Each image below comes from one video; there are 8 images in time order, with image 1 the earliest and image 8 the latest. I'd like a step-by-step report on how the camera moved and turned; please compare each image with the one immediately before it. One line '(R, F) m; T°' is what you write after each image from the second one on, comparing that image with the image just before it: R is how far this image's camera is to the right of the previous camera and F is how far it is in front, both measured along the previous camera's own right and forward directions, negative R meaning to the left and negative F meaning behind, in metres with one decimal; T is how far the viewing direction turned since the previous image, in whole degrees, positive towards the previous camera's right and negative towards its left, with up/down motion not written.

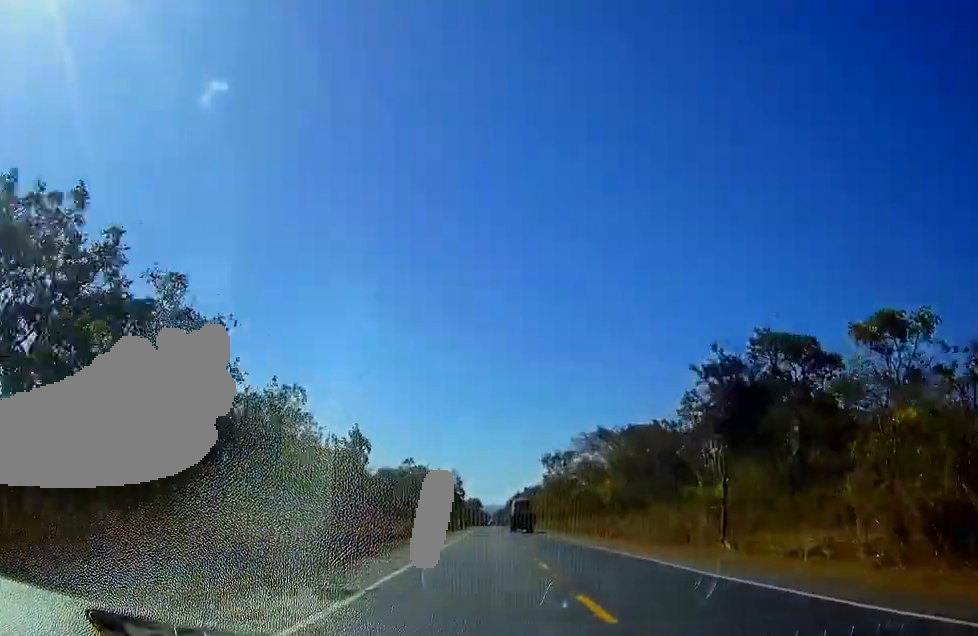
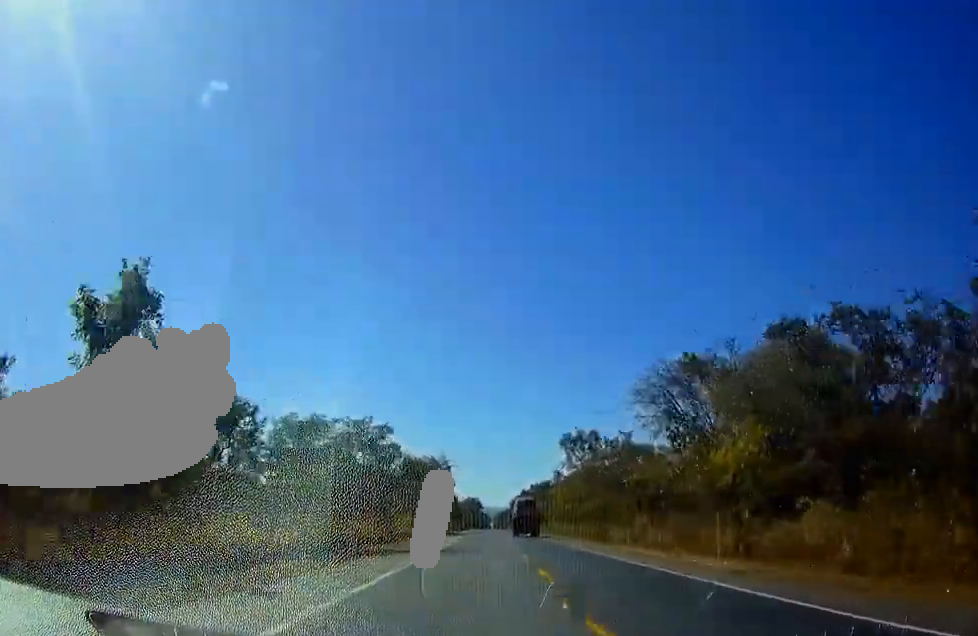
(0.0, +37.2) m; 0°
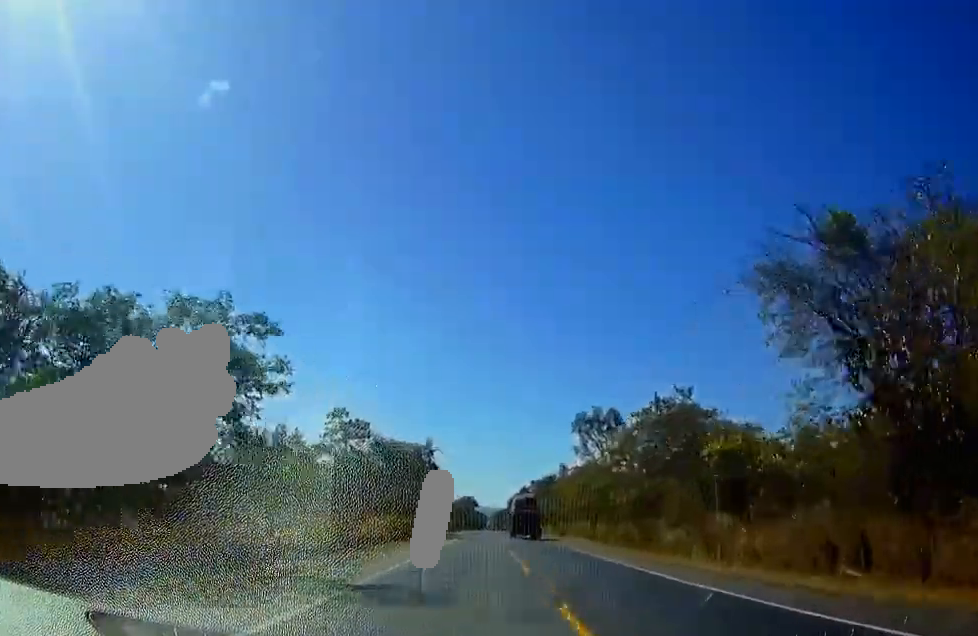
(0.0, +21.7) m; 0°
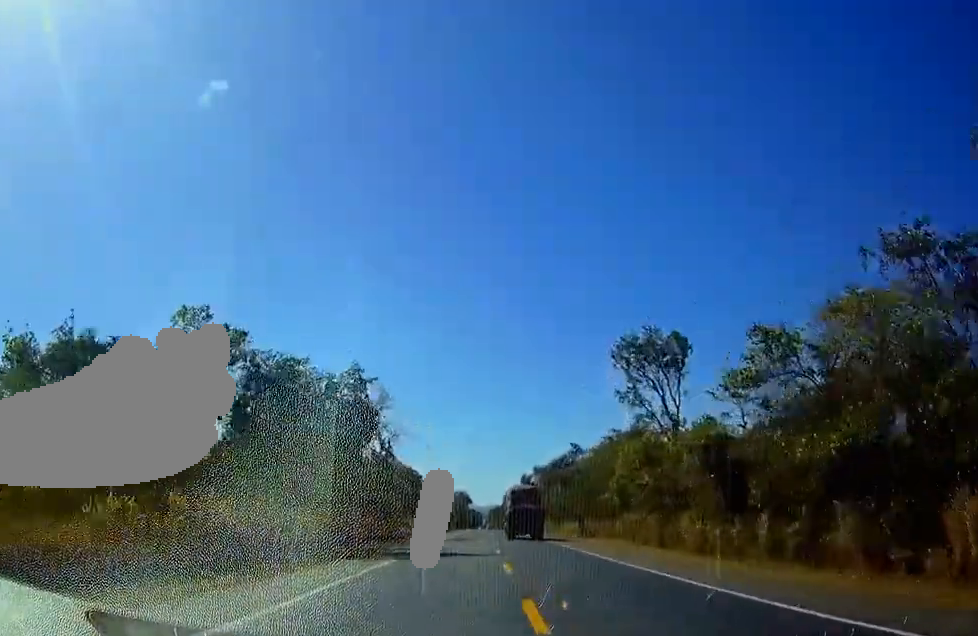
(+0.1, +36.1) m; 0°
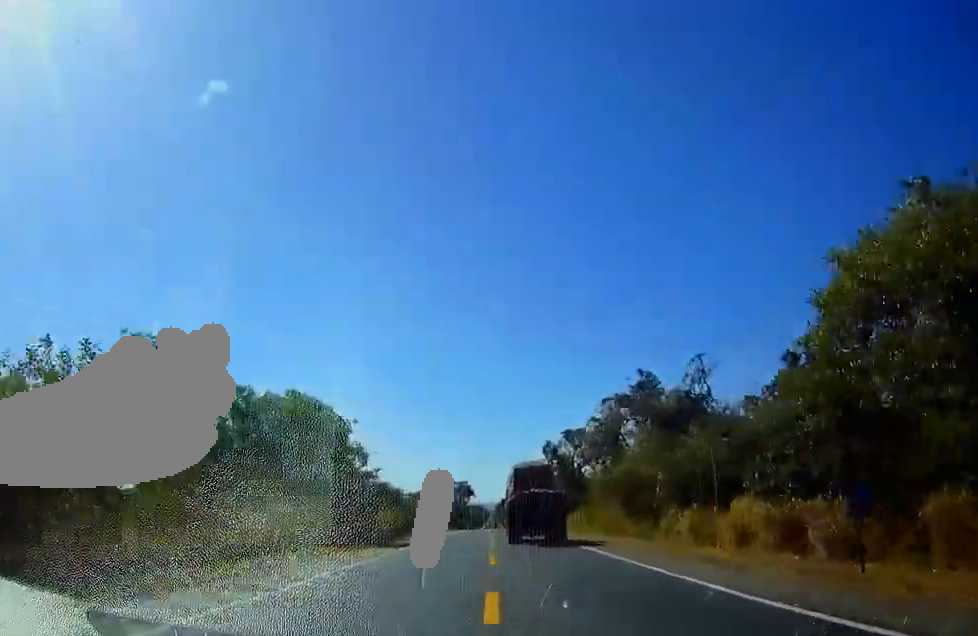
(+0.1, +58.7) m; 0°
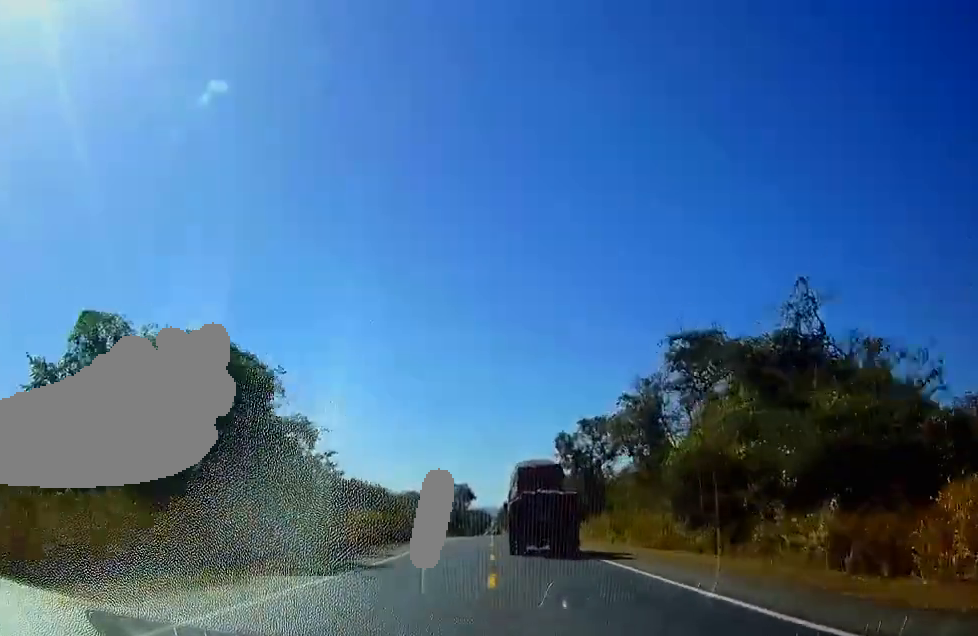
(0.0, +17.0) m; 0°
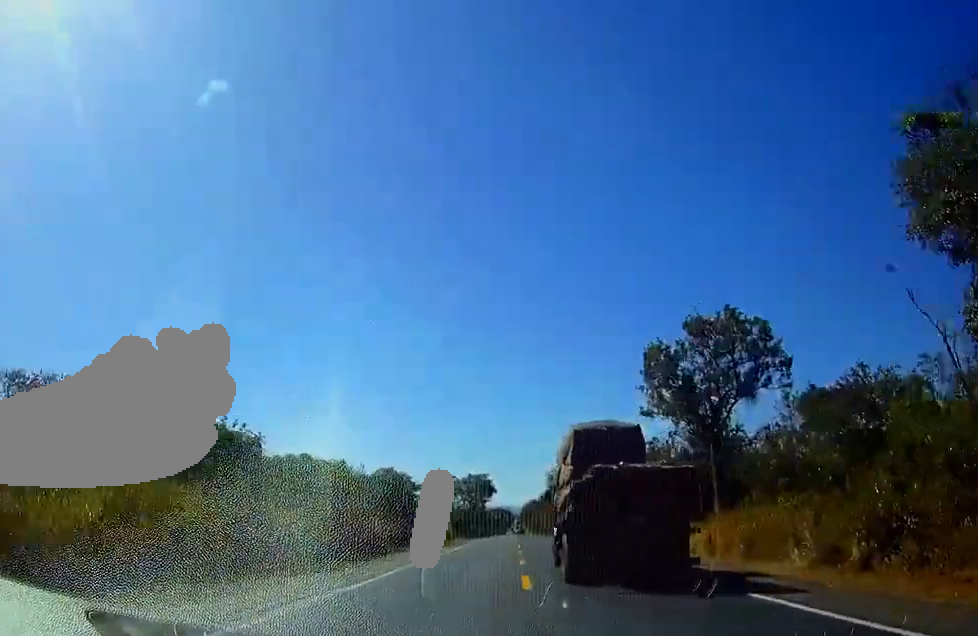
(-0.2, +40.4) m; -1°
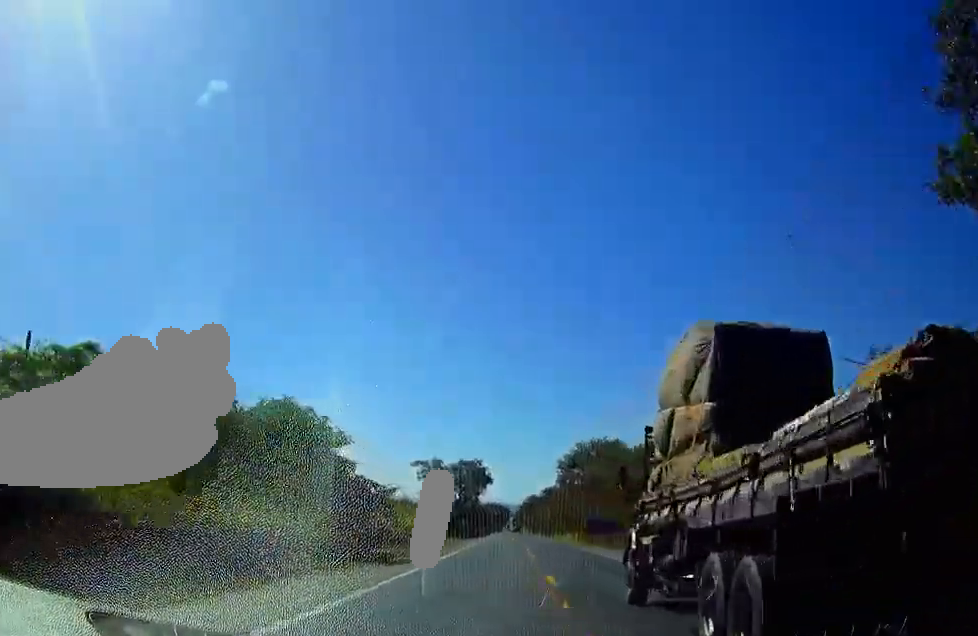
(-0.3, +31.5) m; 0°
